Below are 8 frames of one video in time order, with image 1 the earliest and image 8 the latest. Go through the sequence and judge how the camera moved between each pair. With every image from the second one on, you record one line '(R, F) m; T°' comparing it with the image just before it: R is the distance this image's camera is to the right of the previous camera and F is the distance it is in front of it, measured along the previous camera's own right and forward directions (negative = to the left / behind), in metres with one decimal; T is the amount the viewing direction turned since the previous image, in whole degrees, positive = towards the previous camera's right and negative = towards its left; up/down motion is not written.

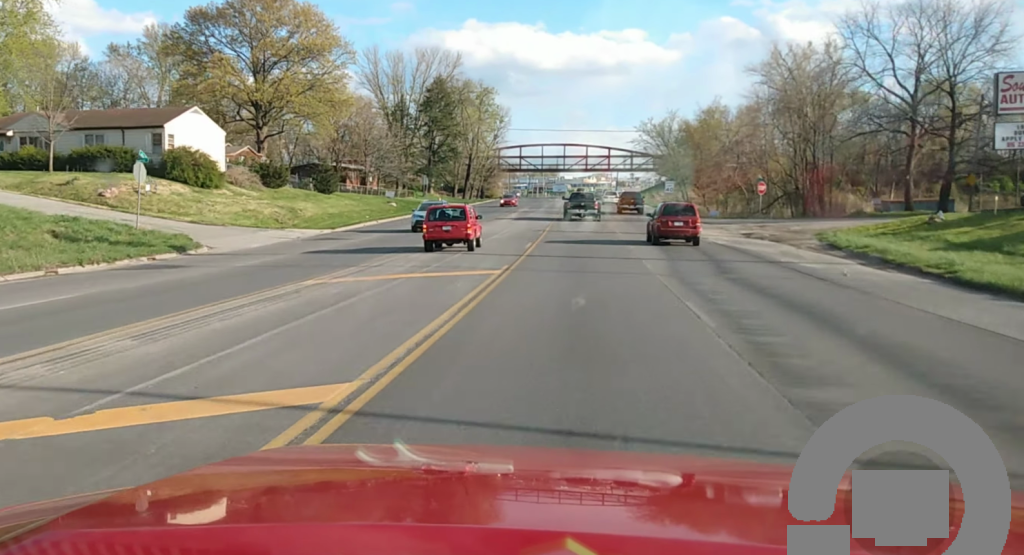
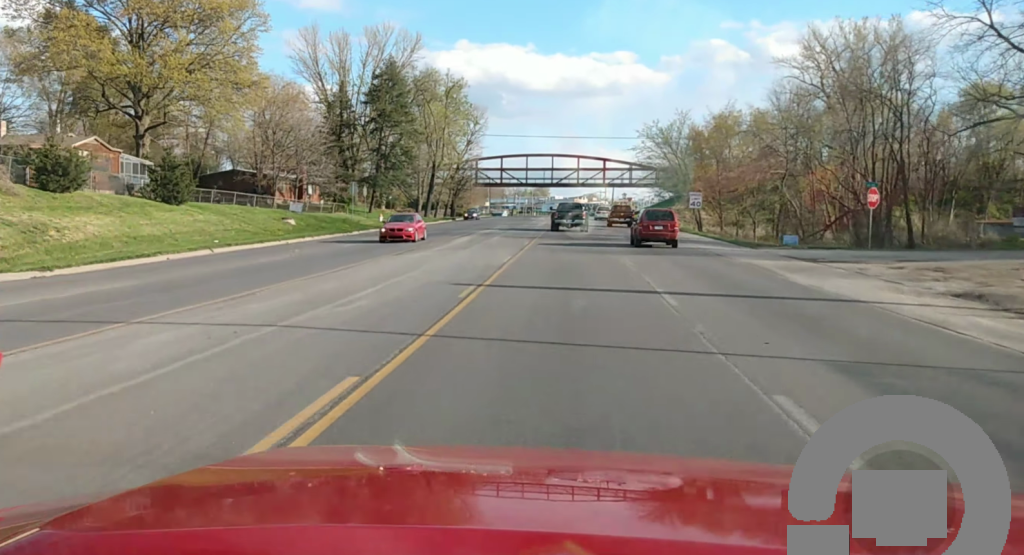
(+0.1, +29.5) m; 0°
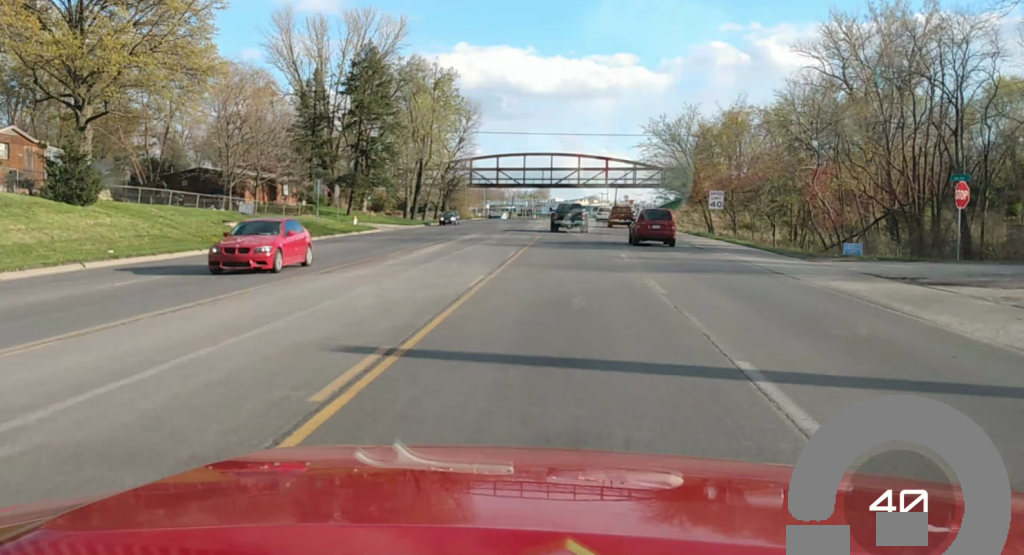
(-0.2, +10.1) m; 0°
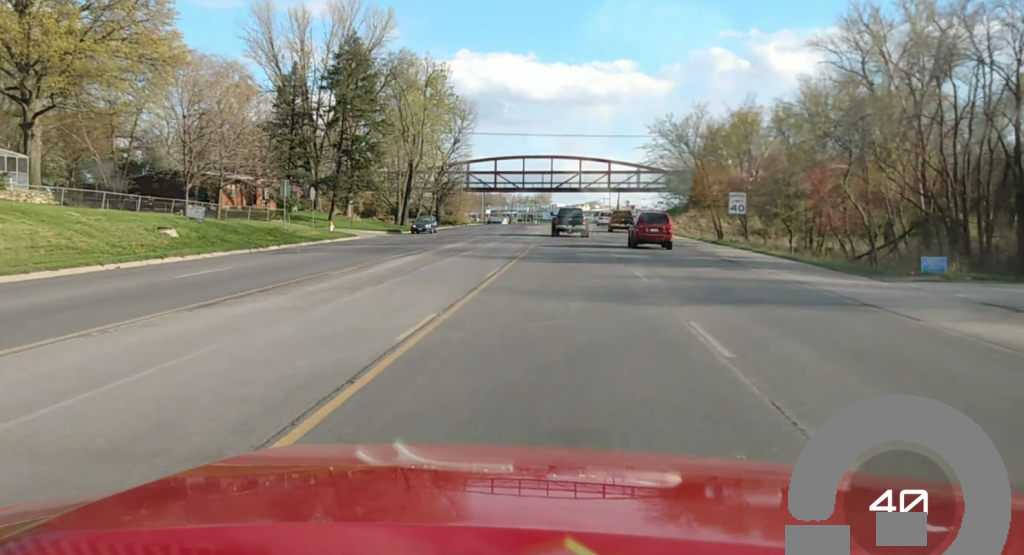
(0.0, +8.2) m; +1°
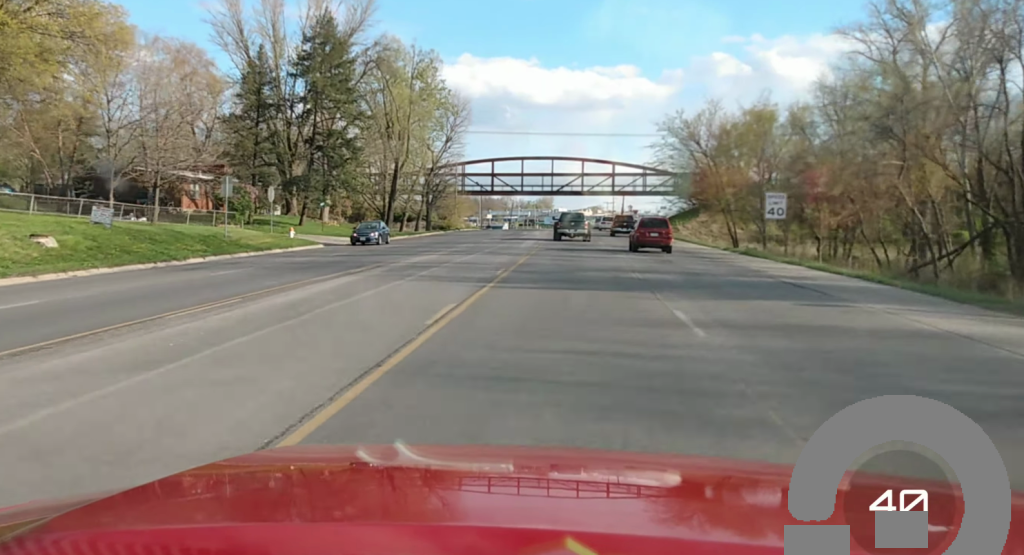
(+0.1, +10.7) m; +1°
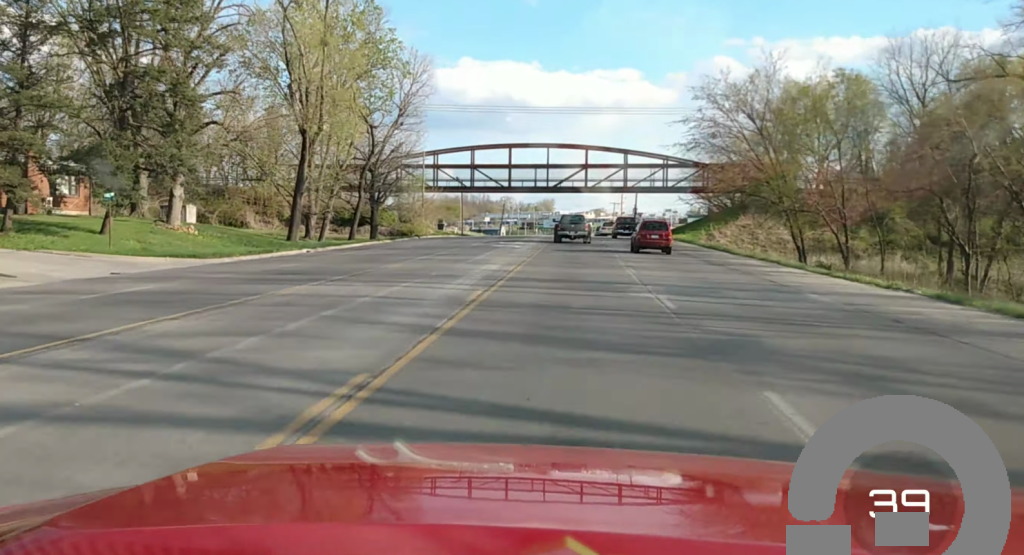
(+0.2, +32.0) m; 0°
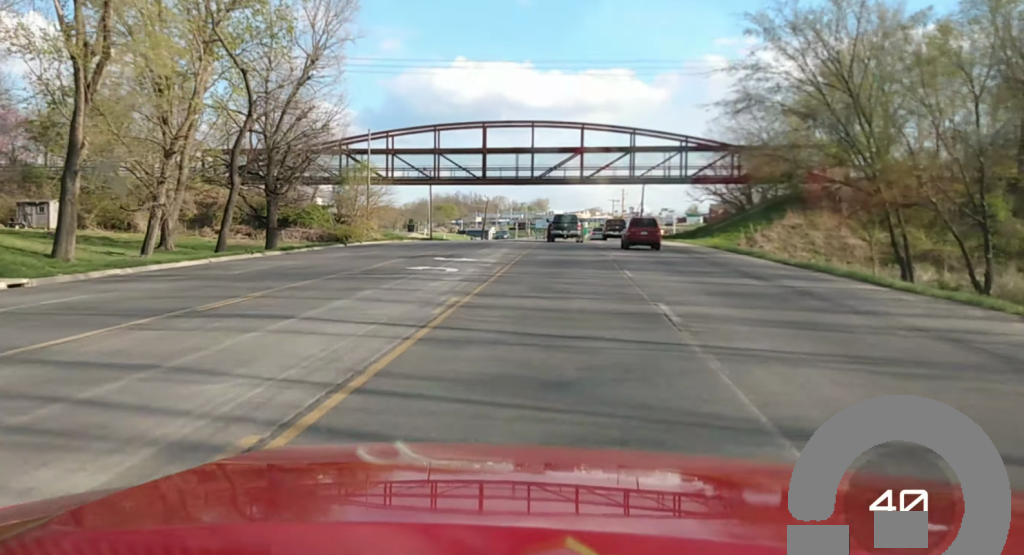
(+0.4, +26.9) m; +1°
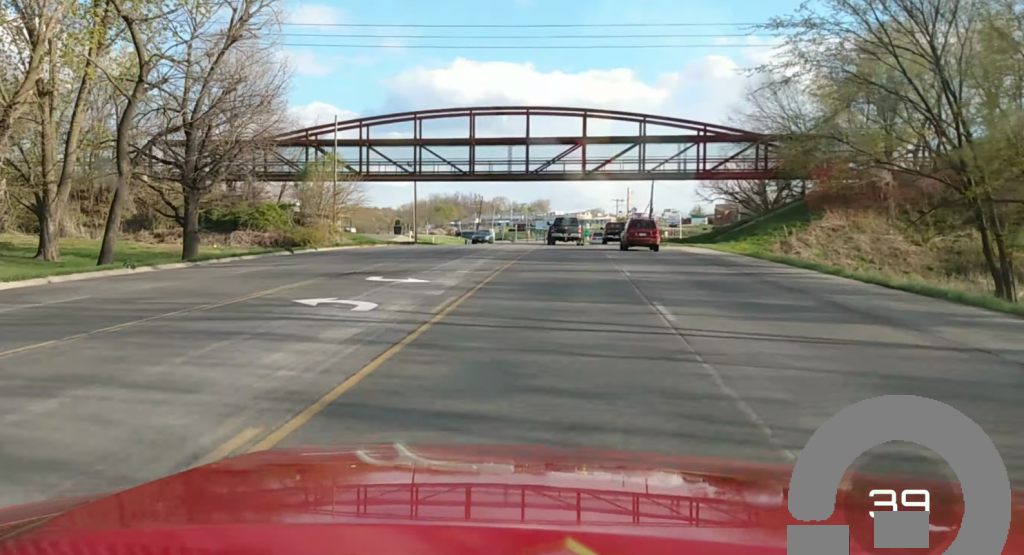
(-0.1, +12.0) m; 0°
